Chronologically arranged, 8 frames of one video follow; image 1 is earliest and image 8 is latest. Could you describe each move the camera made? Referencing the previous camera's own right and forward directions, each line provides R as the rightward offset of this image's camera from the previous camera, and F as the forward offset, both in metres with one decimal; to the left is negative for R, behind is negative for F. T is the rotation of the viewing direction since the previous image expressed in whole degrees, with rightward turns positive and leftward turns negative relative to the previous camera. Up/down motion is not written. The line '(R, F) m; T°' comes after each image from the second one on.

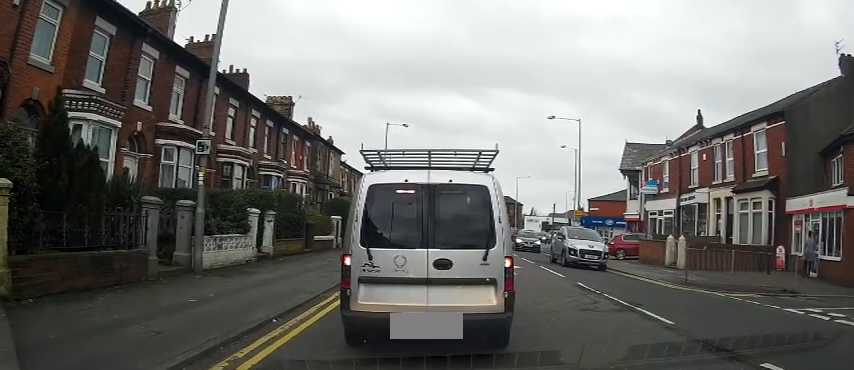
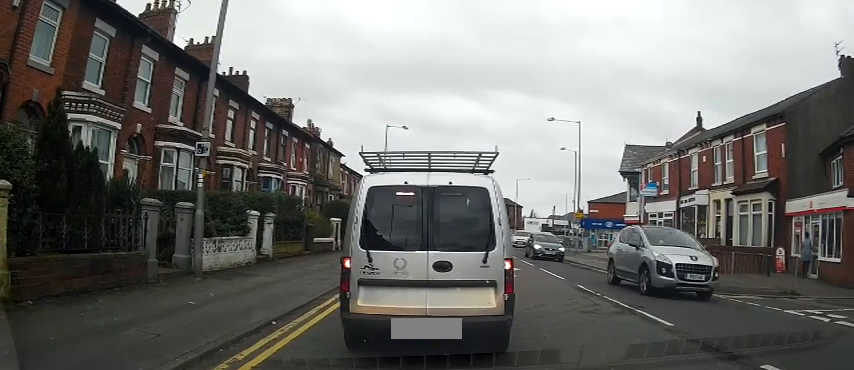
(-0.2, +0.6) m; 0°
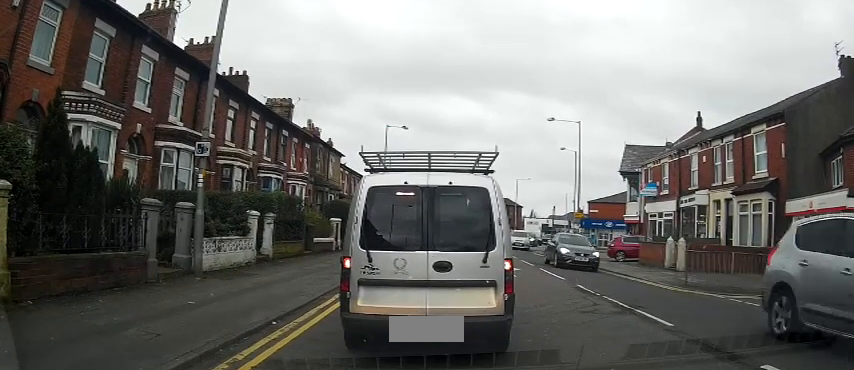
(0.0, 0.0) m; 0°
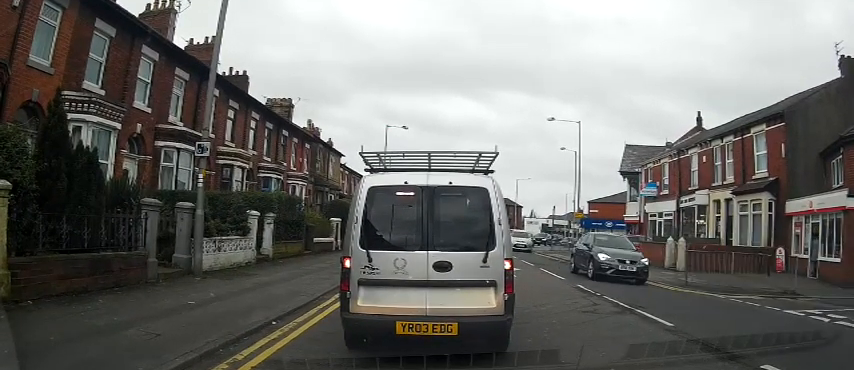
(0.0, 0.0) m; 0°
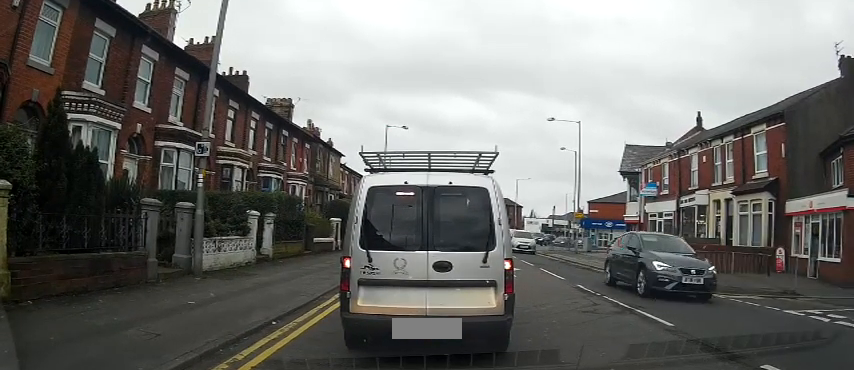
(0.0, 0.0) m; 0°
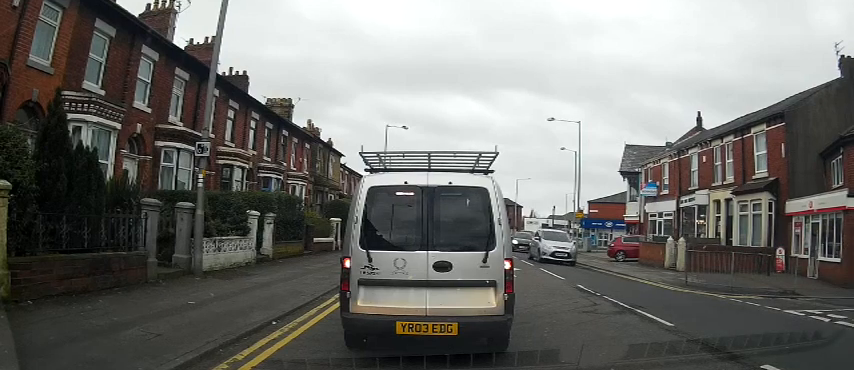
(0.0, 0.0) m; 0°
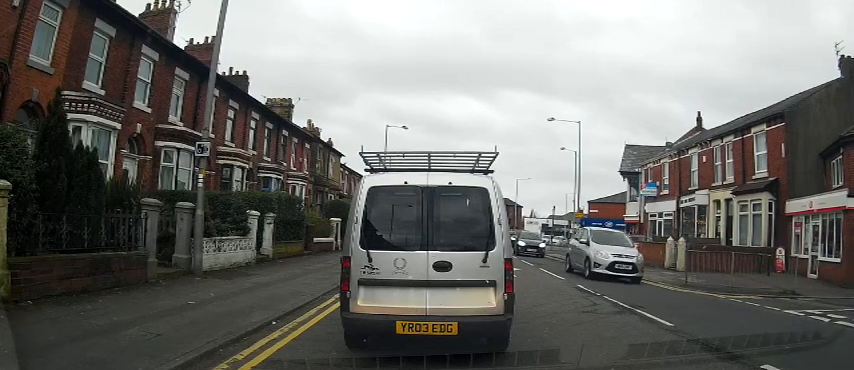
(0.0, 0.0) m; 0°
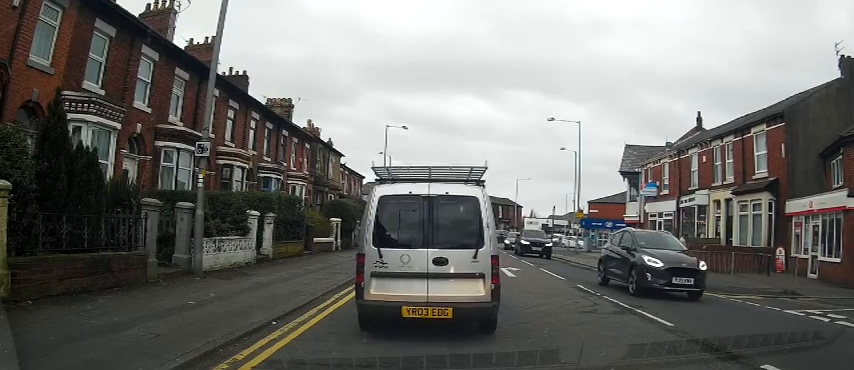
(+0.3, +0.8) m; 0°
